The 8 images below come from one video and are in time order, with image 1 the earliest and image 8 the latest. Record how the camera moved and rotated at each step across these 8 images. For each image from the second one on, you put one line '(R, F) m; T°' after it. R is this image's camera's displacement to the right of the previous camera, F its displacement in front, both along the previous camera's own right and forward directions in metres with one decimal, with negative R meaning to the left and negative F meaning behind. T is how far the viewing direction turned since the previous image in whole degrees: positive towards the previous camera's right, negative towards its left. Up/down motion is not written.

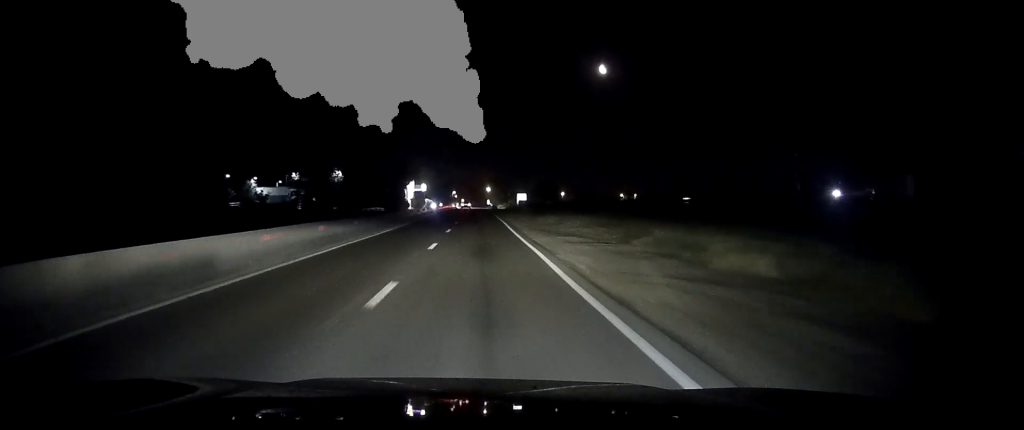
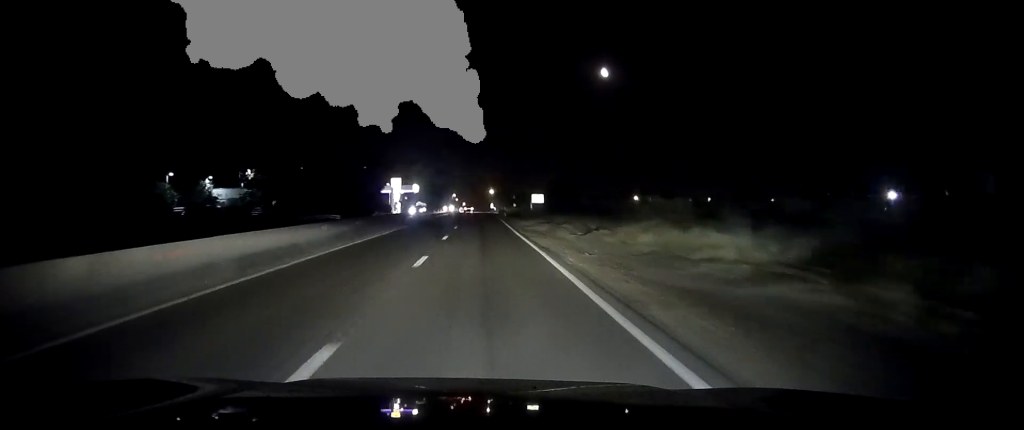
(0.0, +29.6) m; 0°
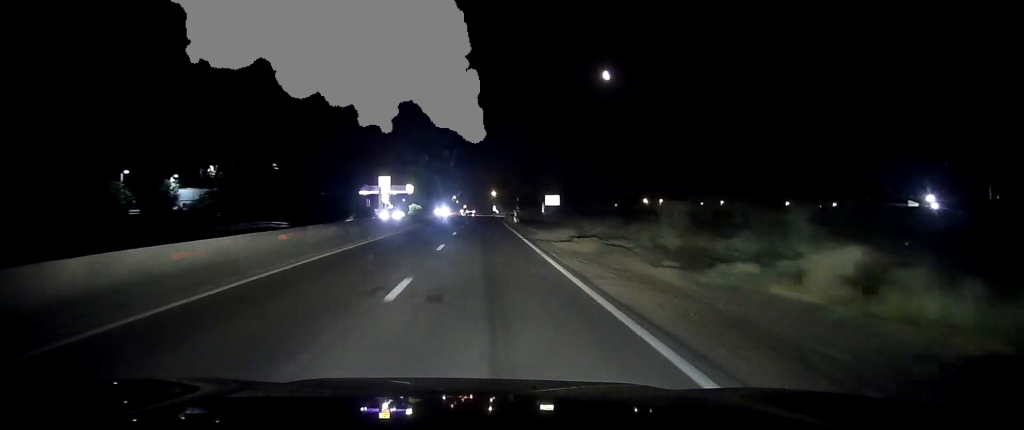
(-0.1, +17.1) m; 0°
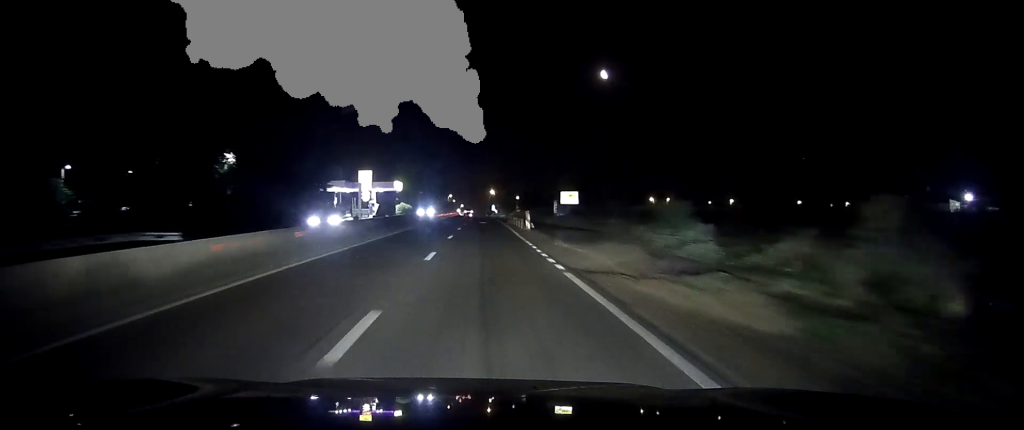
(+0.1, +16.3) m; 0°
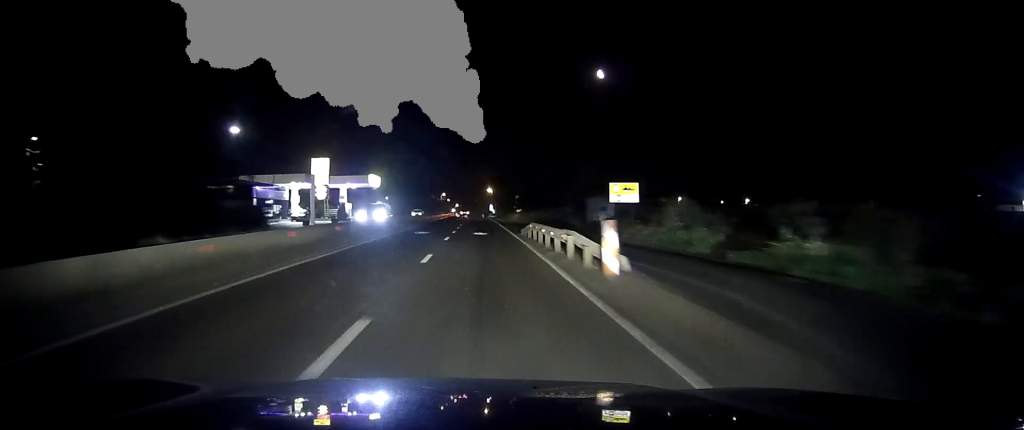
(+0.2, +24.4) m; 0°
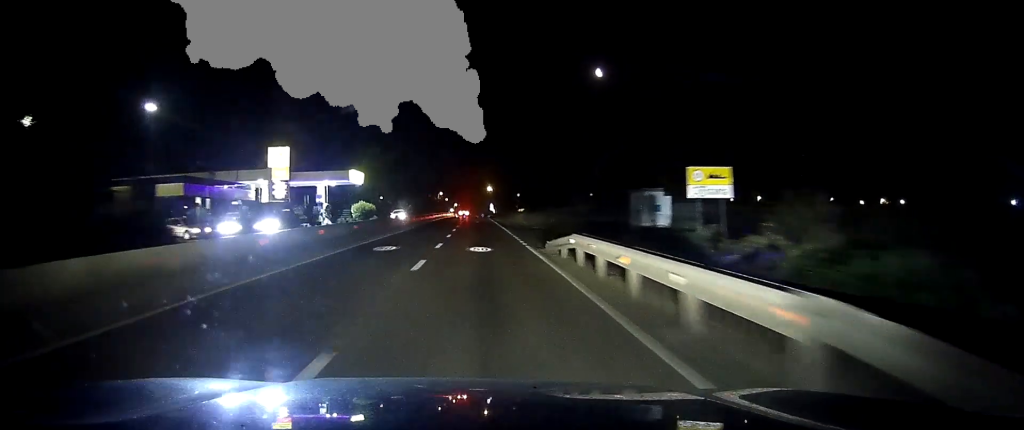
(-0.1, +14.1) m; 0°
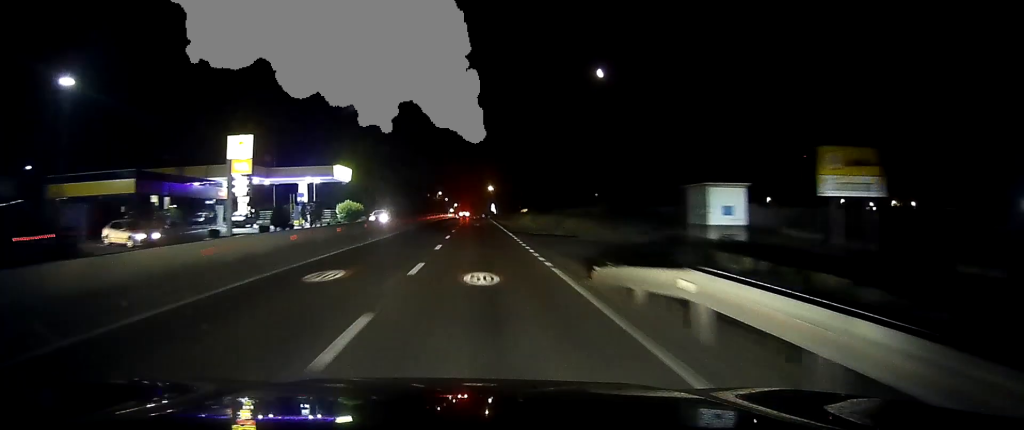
(0.0, +9.4) m; 0°
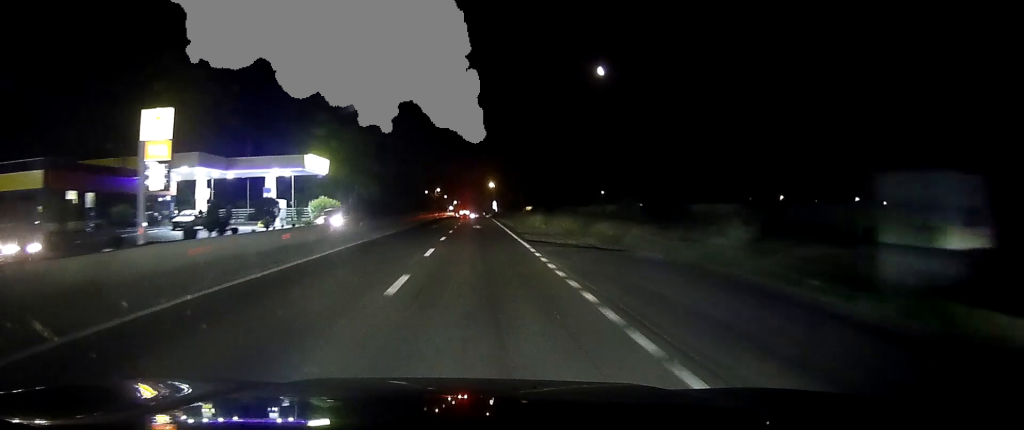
(0.0, +12.7) m; 0°
